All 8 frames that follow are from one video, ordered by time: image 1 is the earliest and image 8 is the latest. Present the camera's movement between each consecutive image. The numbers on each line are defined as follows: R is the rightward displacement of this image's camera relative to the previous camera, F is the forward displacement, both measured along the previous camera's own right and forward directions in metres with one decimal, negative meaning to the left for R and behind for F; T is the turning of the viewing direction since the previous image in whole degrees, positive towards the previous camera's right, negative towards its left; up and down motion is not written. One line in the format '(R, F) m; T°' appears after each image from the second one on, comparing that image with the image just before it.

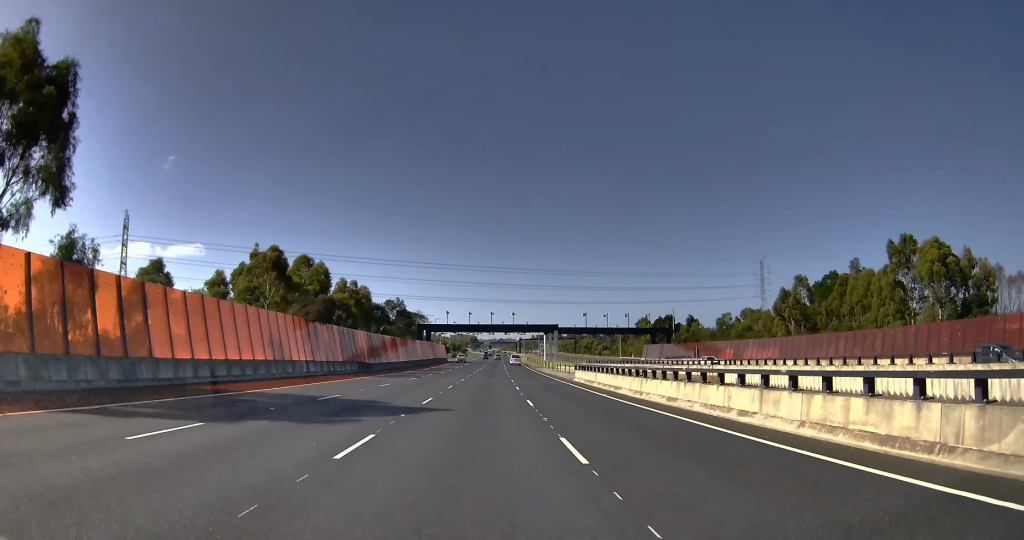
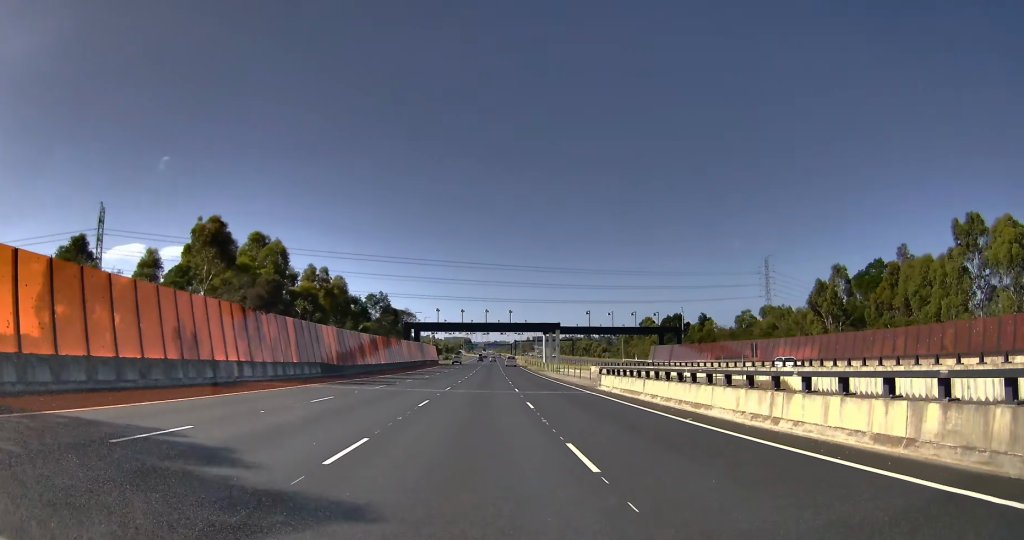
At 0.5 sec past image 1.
(0.0, +12.0) m; 0°
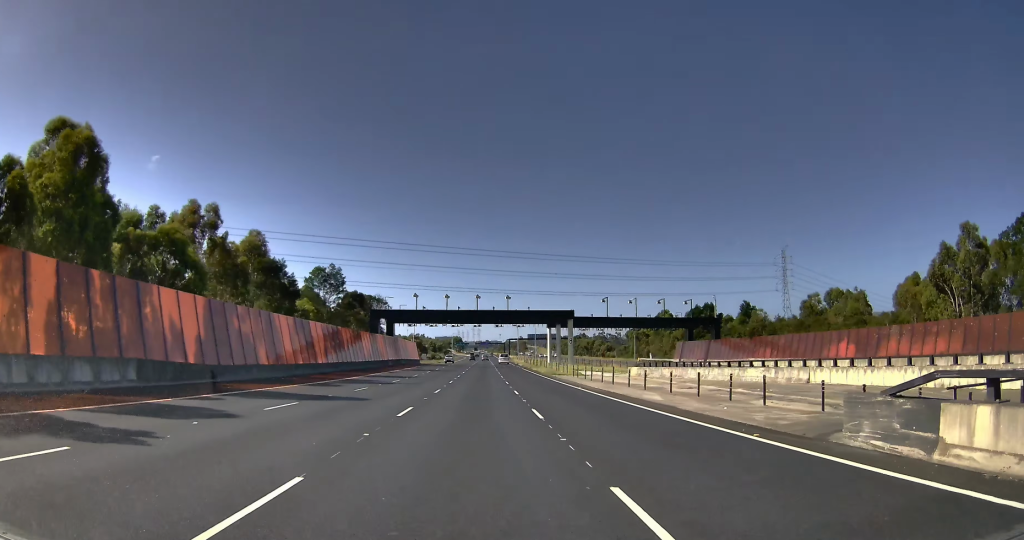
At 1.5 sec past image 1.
(-0.1, +26.0) m; 0°
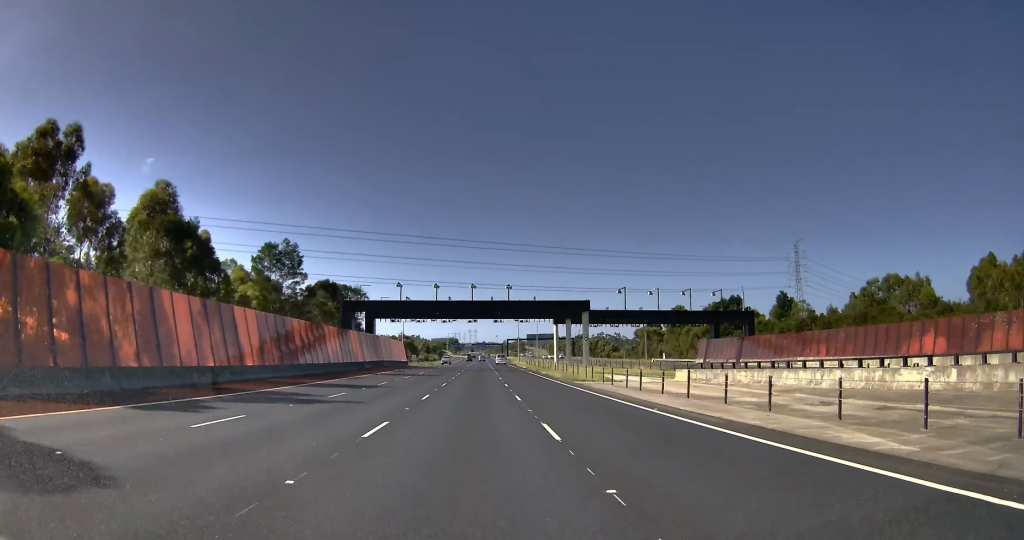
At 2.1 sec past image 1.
(0.0, +14.5) m; 0°
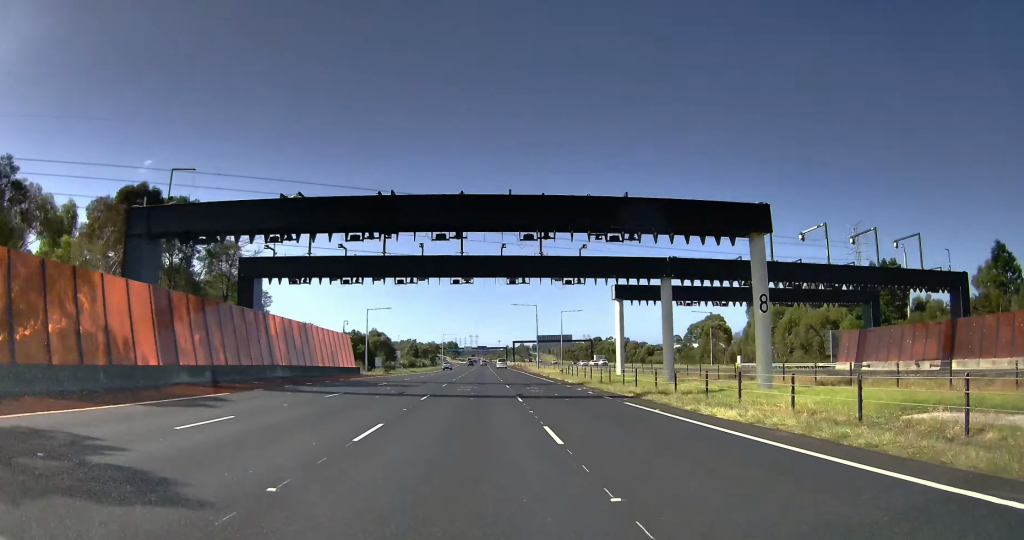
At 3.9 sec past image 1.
(+0.1, +38.5) m; 0°
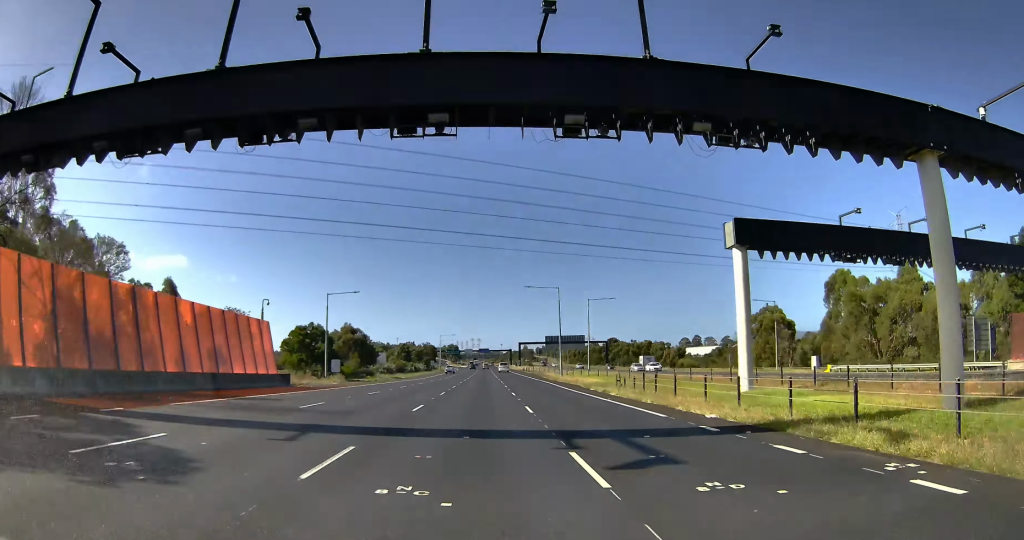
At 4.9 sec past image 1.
(0.0, +20.8) m; -1°
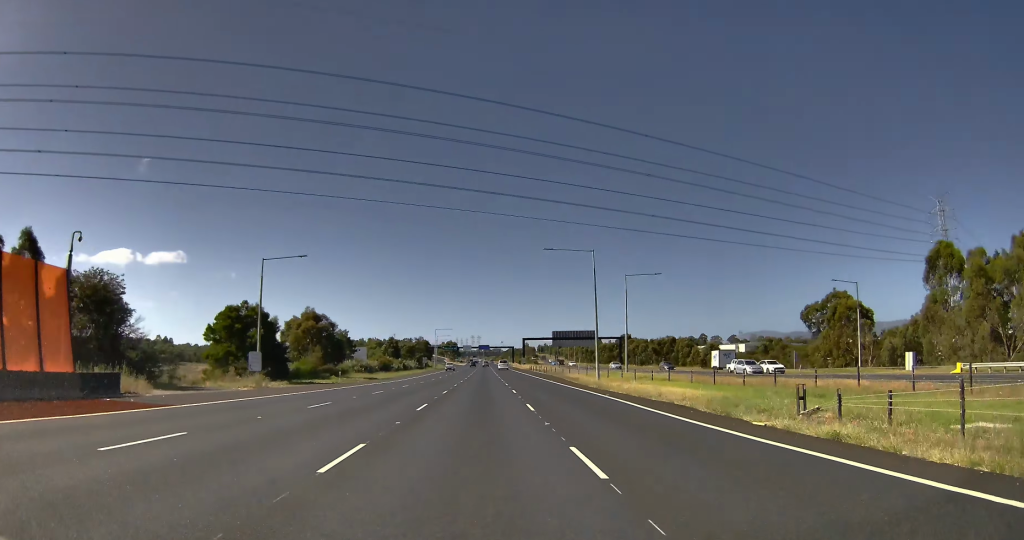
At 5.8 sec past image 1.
(-0.2, +19.5) m; 0°
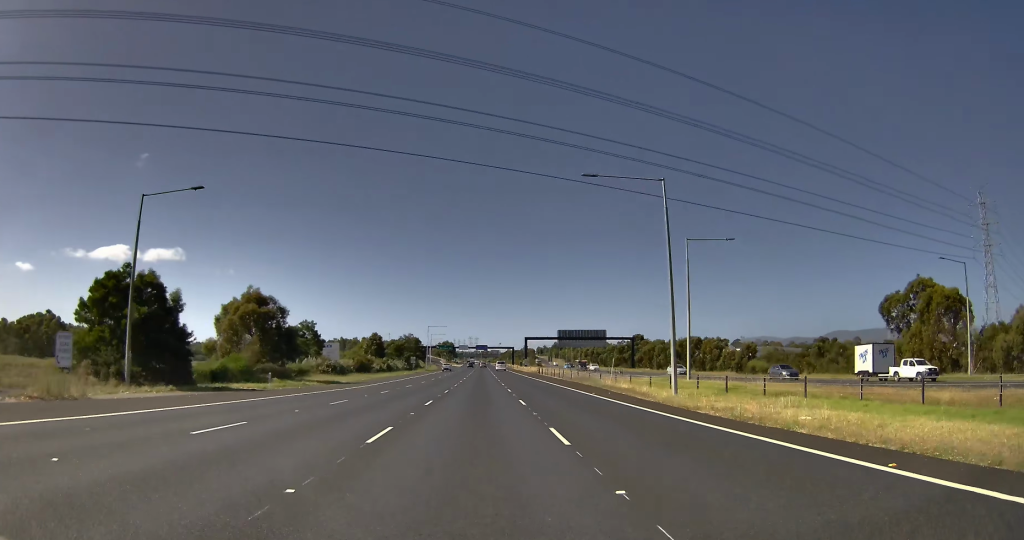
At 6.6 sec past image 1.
(0.0, +19.1) m; 0°
